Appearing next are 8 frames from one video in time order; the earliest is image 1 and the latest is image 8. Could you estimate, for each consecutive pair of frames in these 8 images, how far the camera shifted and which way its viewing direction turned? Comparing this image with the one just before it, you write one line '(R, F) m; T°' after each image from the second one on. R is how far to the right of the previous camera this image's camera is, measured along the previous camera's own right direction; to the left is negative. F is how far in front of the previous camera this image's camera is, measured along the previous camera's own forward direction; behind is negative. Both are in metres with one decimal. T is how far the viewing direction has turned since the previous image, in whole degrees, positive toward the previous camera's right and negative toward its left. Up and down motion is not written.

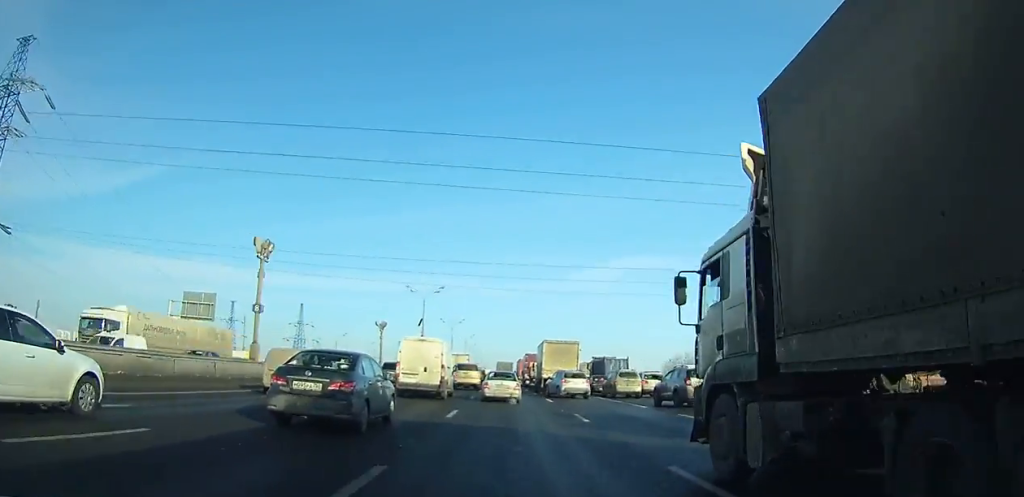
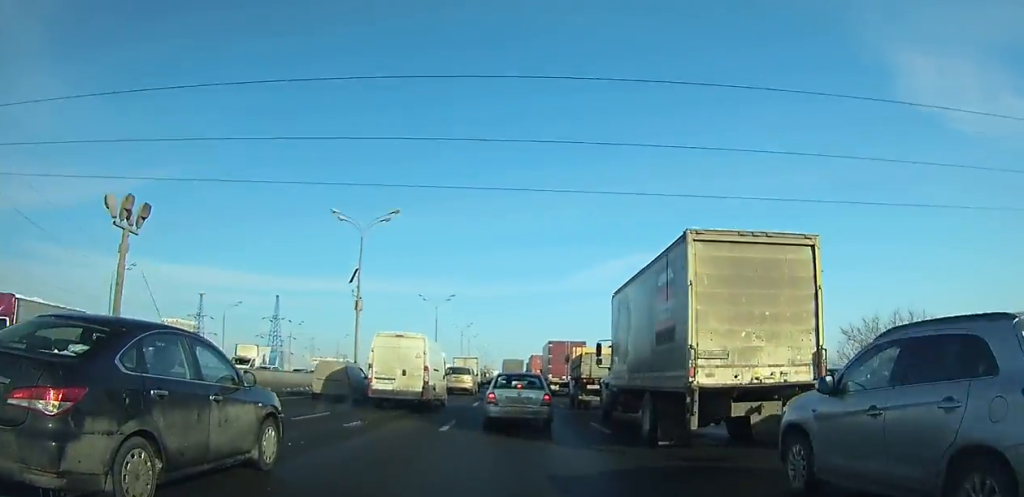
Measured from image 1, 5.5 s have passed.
(-0.2, +34.2) m; 0°
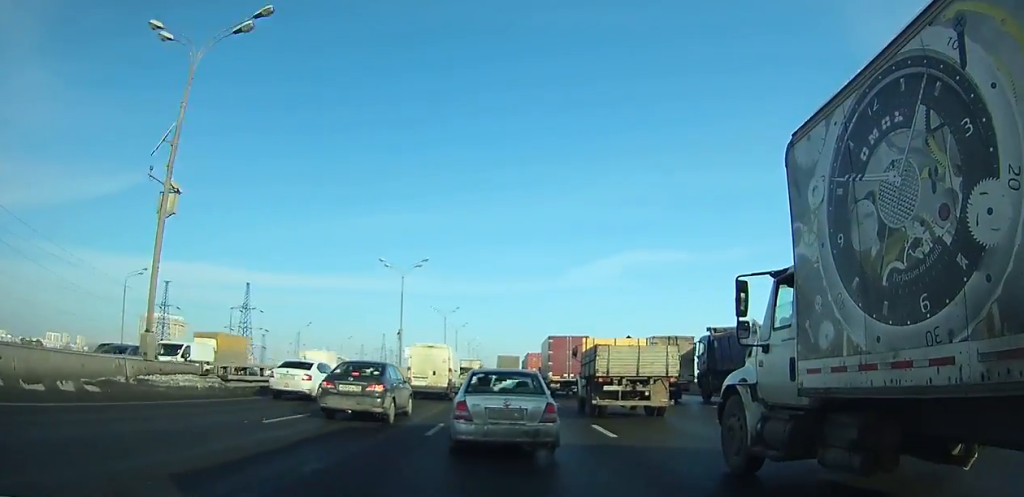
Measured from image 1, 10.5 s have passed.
(0.0, +25.8) m; 0°
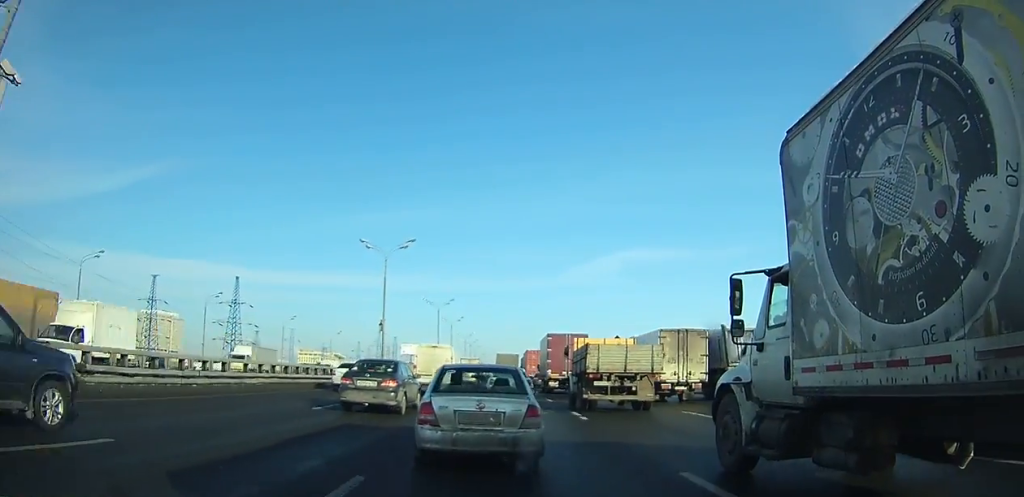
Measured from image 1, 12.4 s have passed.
(0.0, +8.7) m; 0°
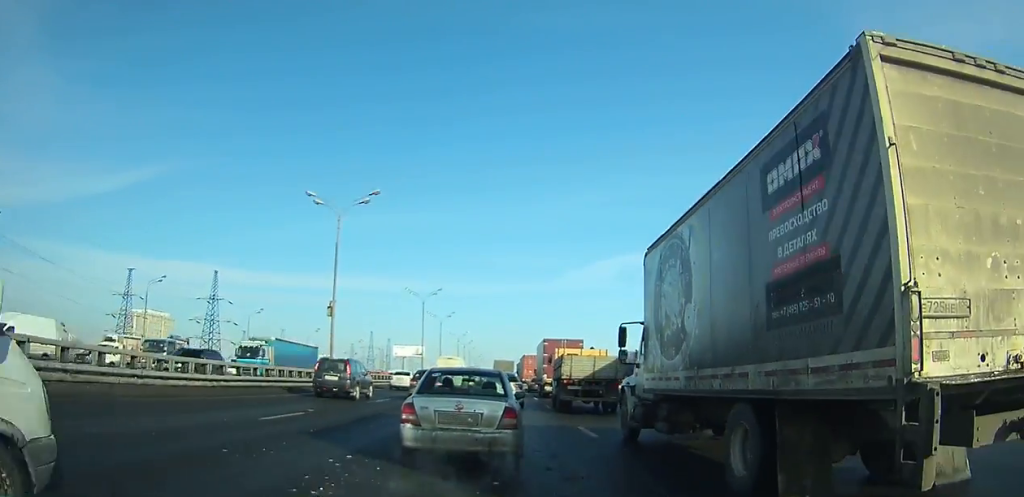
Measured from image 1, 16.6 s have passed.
(+0.2, +18.3) m; +1°
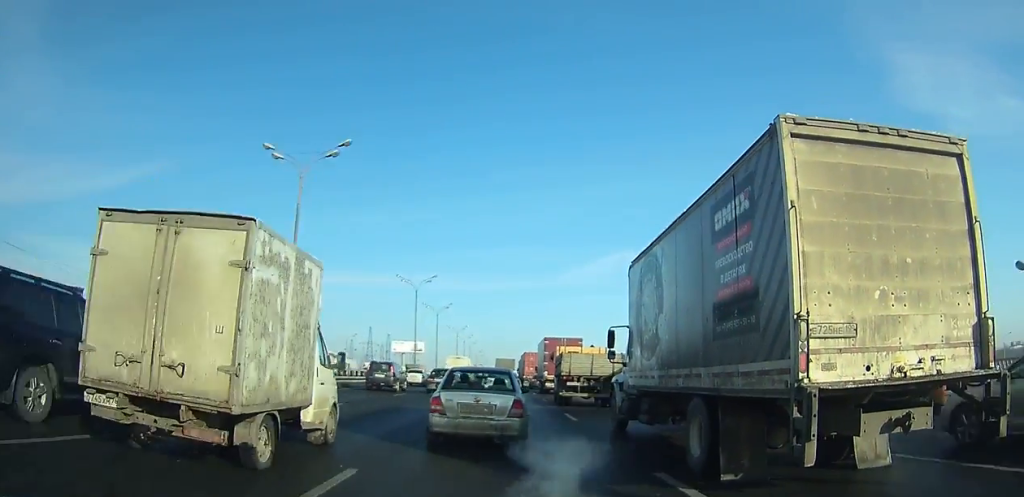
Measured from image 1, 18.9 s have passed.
(0.0, +9.9) m; -1°
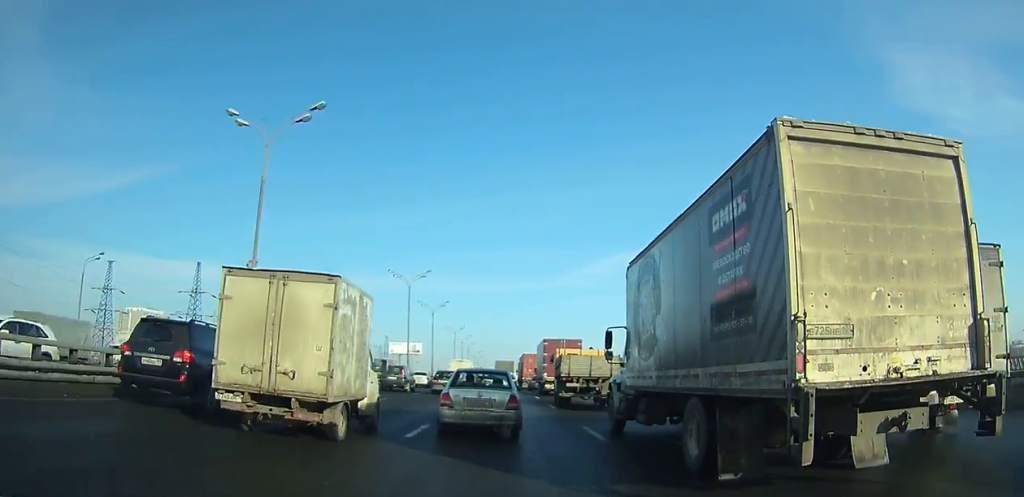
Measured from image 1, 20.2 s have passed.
(0.0, +5.8) m; 0°
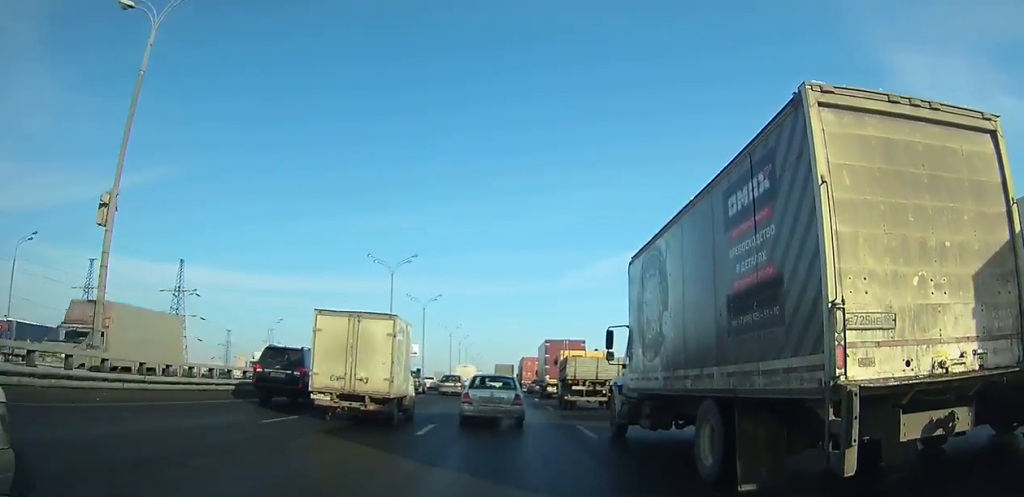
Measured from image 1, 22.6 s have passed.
(-0.2, +11.1) m; 0°
